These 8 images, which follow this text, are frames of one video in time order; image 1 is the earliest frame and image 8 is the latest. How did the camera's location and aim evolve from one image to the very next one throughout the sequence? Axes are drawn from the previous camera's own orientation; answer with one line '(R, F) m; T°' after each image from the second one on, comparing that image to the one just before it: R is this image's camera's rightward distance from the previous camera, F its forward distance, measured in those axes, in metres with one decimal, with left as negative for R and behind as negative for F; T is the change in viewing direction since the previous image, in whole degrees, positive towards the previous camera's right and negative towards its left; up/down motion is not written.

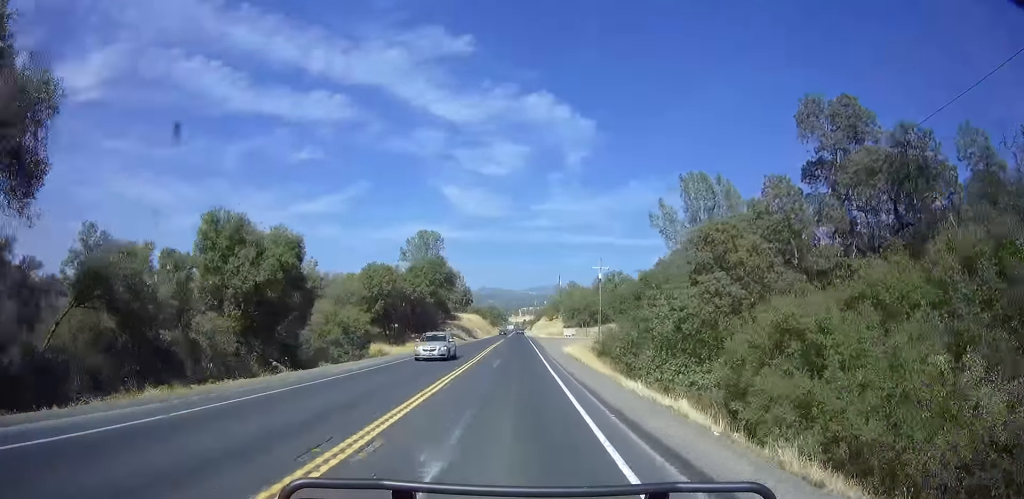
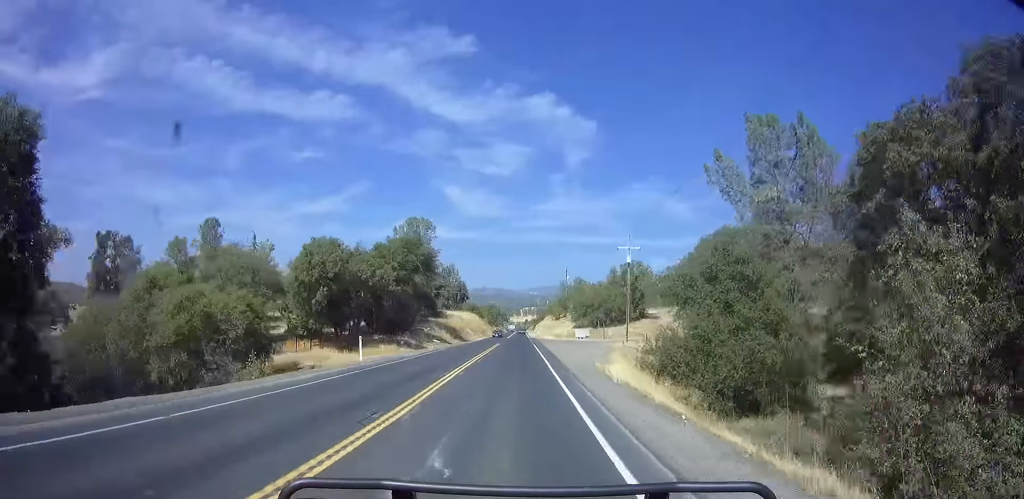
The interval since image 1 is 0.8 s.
(-0.2, +18.7) m; 0°
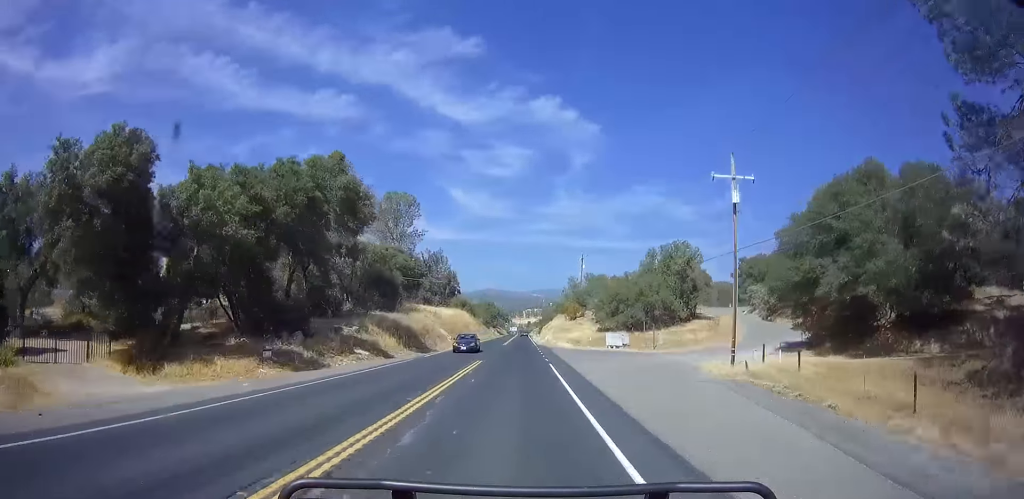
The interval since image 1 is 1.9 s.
(+0.2, +27.7) m; 0°
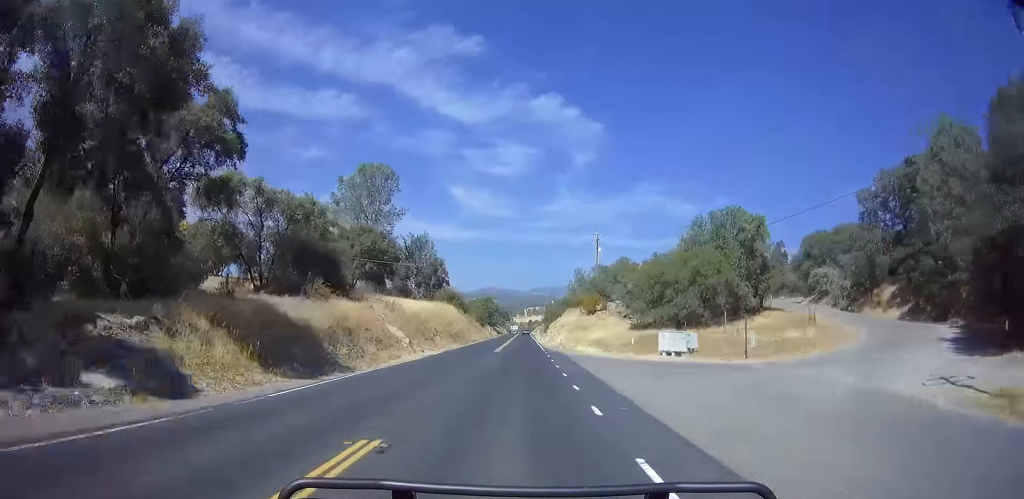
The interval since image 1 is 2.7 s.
(0.0, +20.3) m; 0°
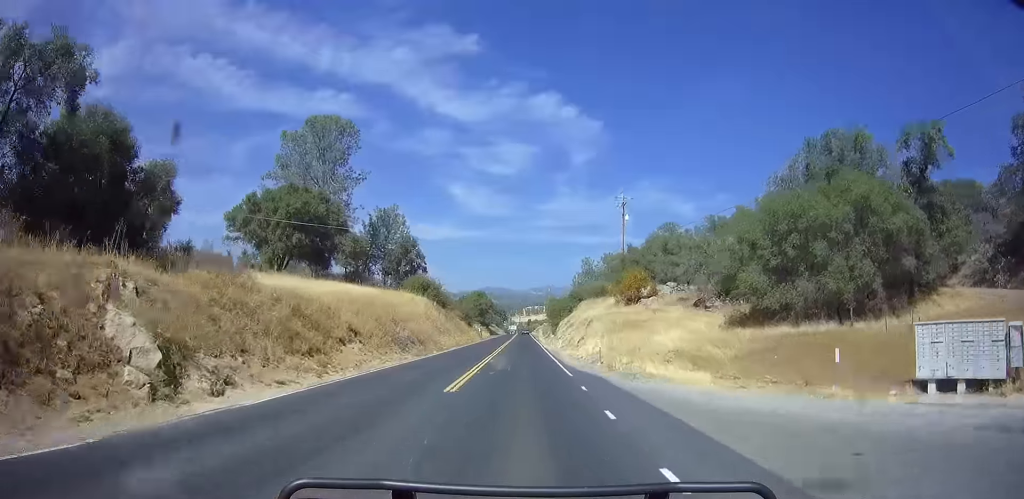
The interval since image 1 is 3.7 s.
(-0.3, +23.7) m; 0°
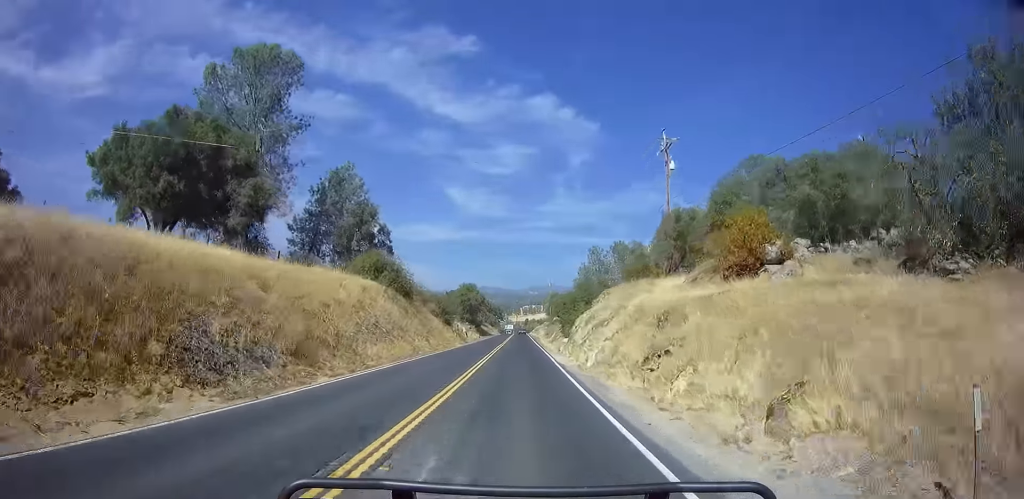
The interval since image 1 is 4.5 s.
(+0.4, +20.5) m; +1°
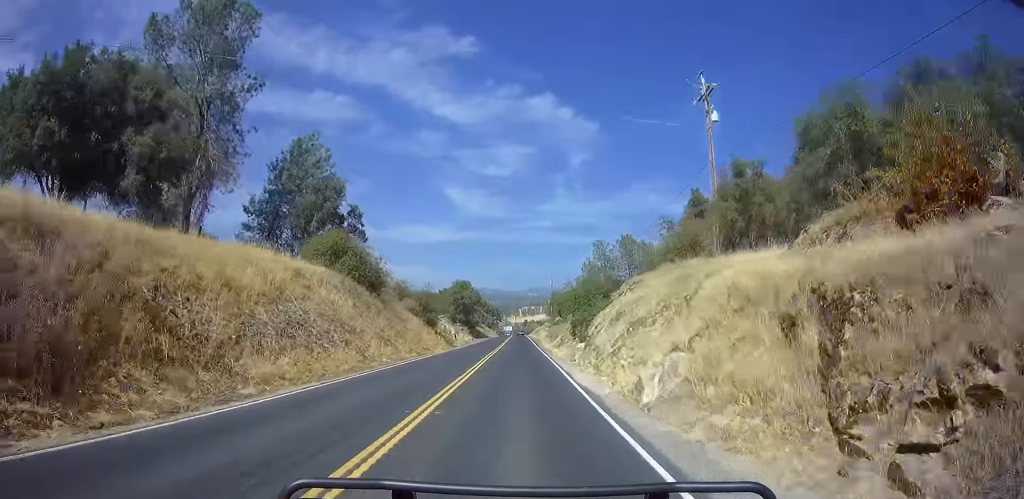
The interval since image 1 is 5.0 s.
(0.0, +10.6) m; 0°
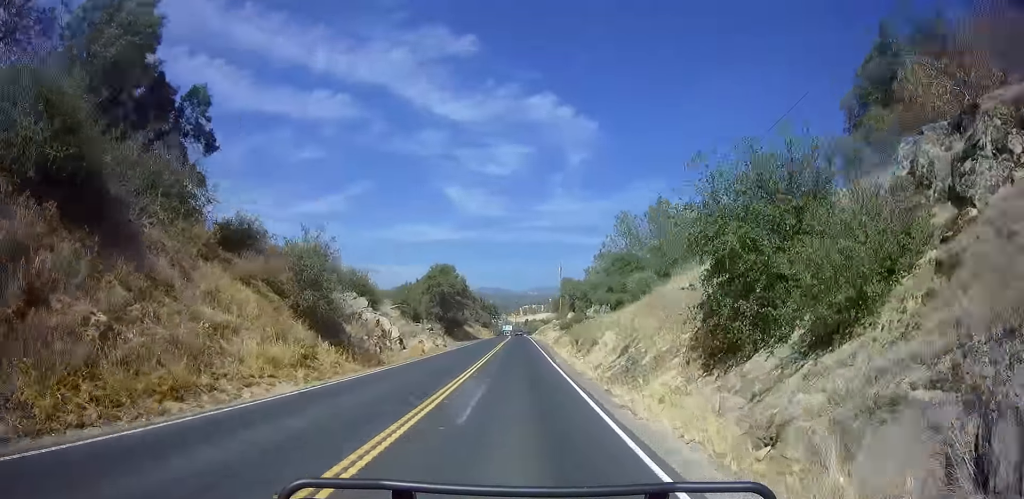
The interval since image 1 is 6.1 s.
(+0.1, +27.6) m; -1°
